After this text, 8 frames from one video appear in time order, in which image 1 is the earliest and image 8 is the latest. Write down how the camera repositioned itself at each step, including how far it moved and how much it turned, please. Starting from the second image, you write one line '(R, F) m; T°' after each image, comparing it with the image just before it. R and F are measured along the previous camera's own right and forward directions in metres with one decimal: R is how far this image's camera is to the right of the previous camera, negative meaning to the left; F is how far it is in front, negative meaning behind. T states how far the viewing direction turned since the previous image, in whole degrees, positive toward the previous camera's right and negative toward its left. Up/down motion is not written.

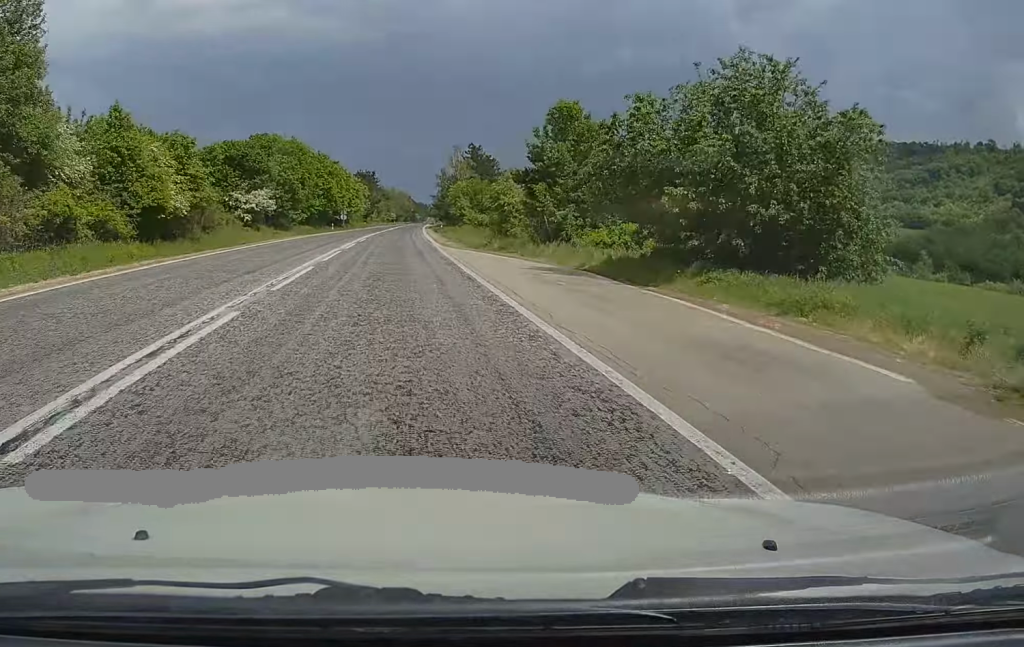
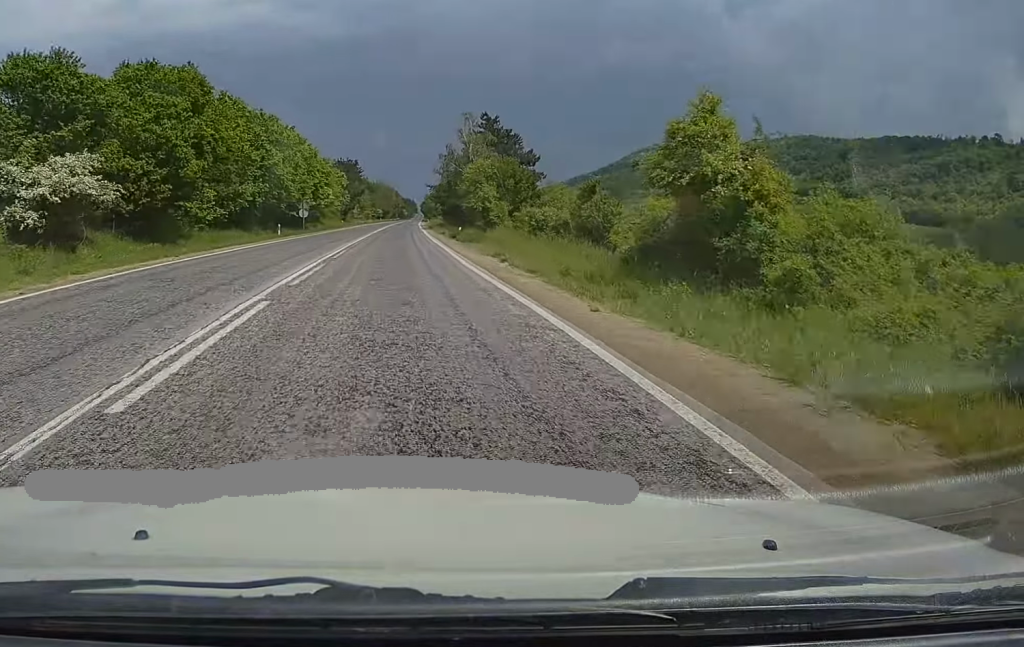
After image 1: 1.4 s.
(+0.4, +34.9) m; 0°
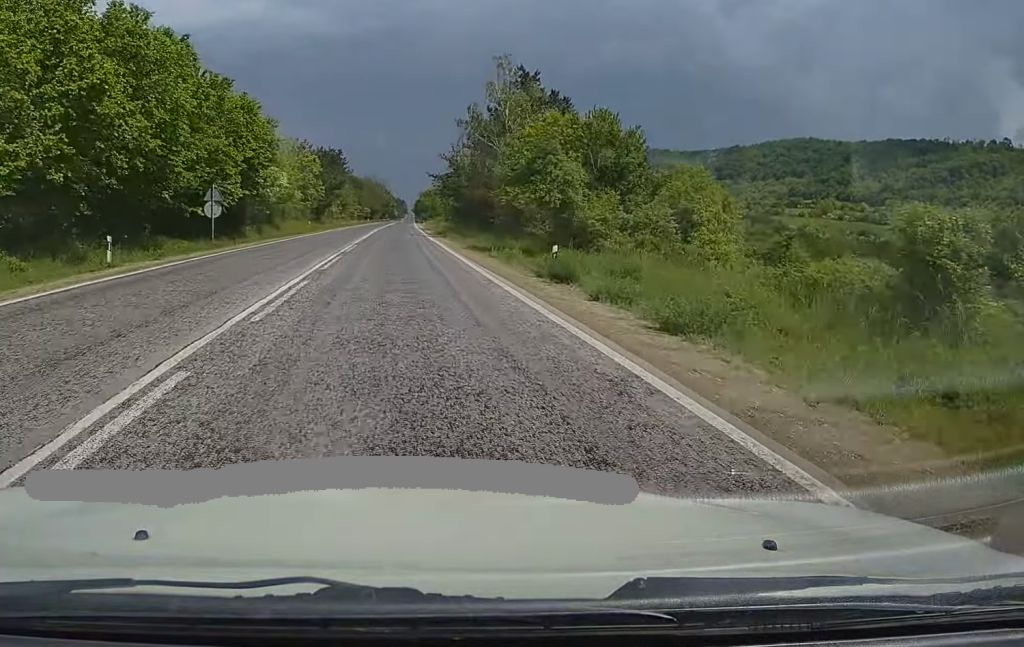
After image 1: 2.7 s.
(-0.2, +31.8) m; 0°
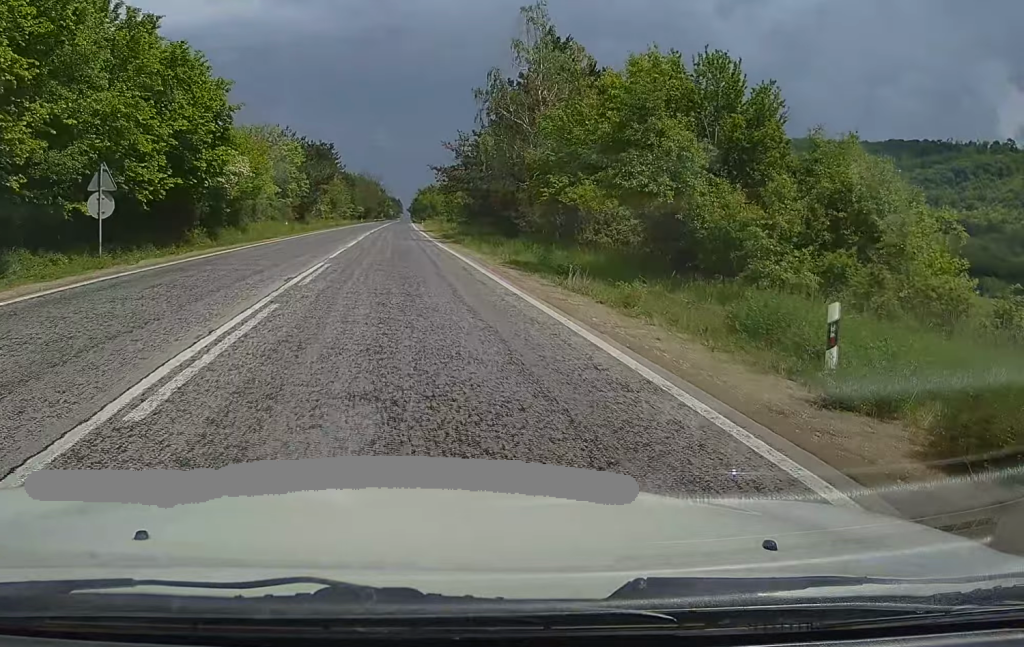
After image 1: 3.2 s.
(+0.1, +13.4) m; +1°
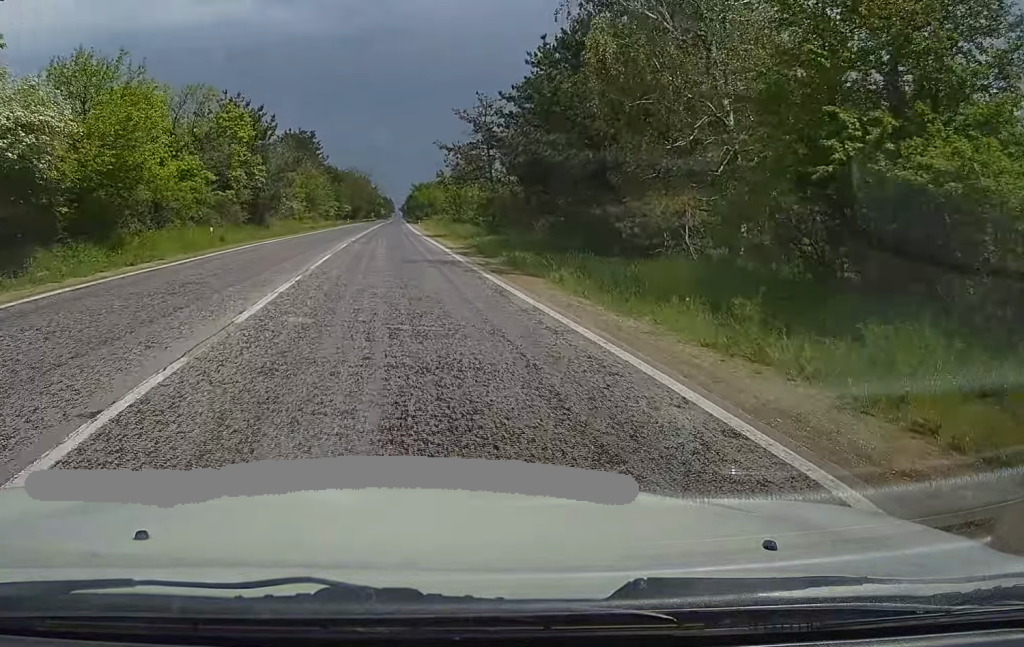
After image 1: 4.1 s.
(+0.1, +22.7) m; 0°
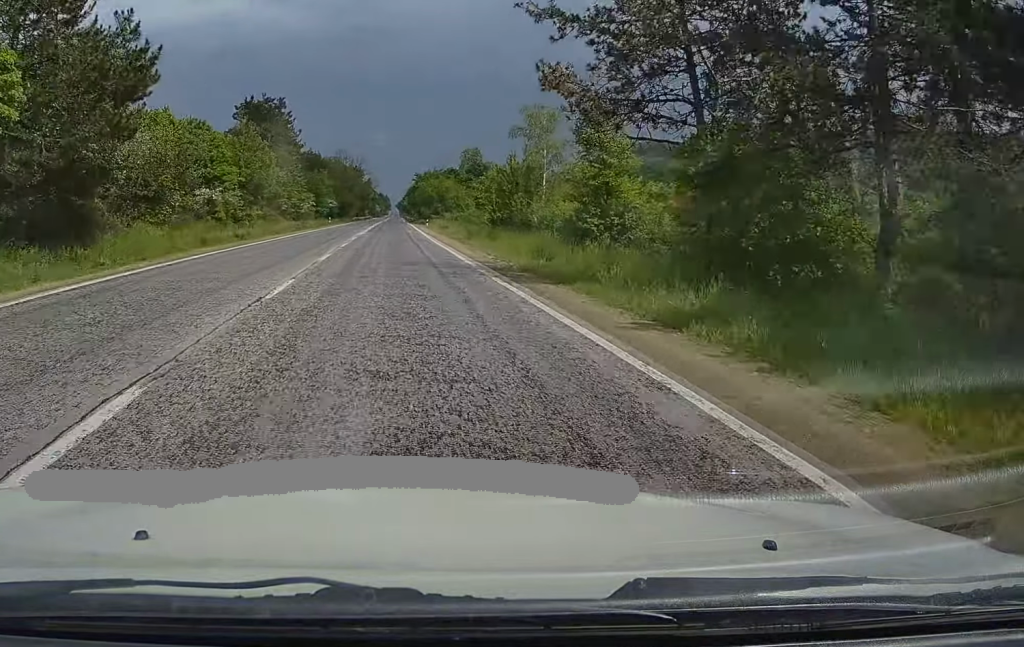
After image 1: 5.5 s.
(-0.1, +36.3) m; 0°
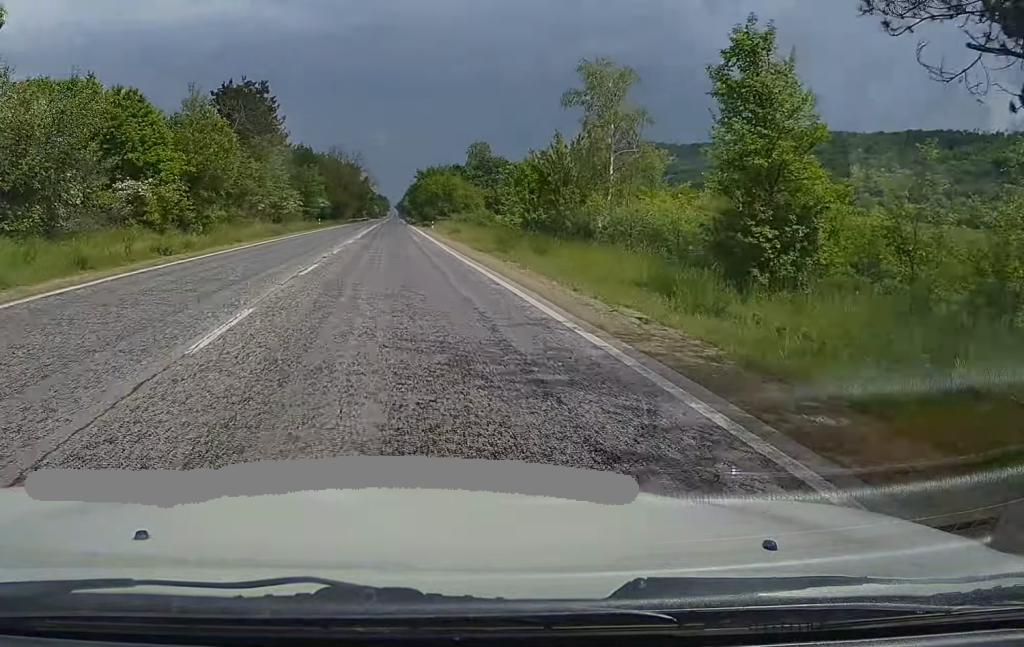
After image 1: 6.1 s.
(0.0, +13.6) m; +1°
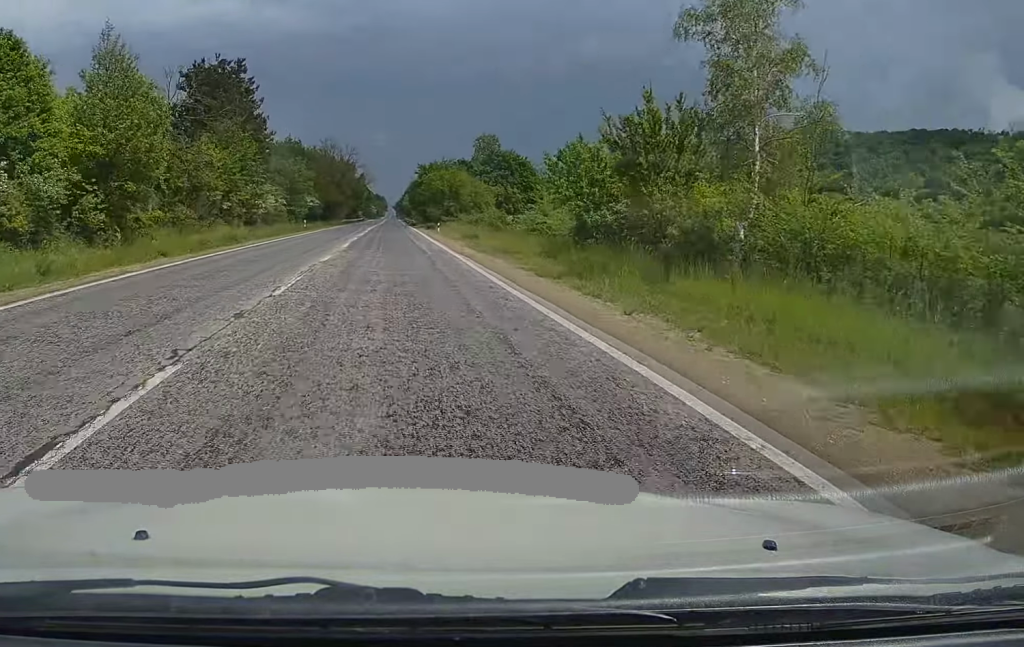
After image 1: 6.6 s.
(+0.1, +12.8) m; 0°
